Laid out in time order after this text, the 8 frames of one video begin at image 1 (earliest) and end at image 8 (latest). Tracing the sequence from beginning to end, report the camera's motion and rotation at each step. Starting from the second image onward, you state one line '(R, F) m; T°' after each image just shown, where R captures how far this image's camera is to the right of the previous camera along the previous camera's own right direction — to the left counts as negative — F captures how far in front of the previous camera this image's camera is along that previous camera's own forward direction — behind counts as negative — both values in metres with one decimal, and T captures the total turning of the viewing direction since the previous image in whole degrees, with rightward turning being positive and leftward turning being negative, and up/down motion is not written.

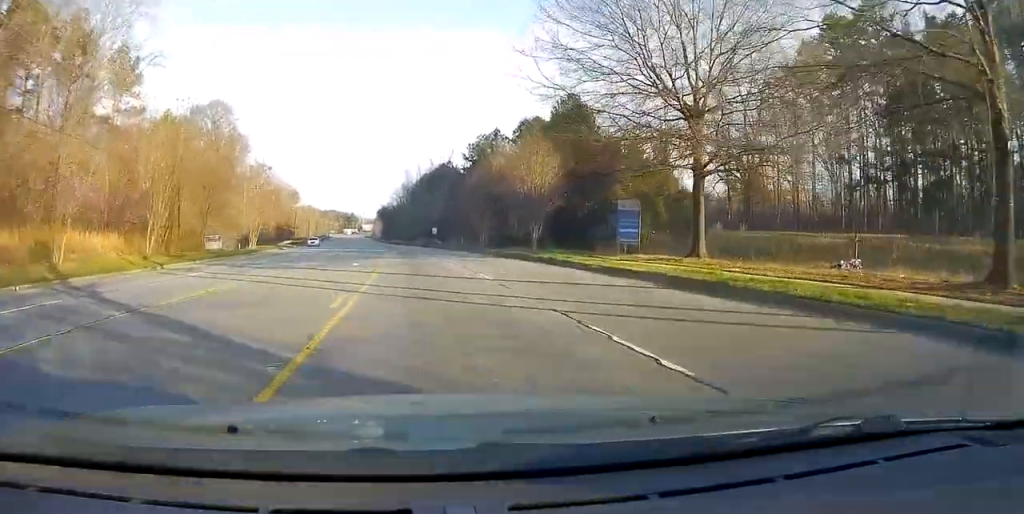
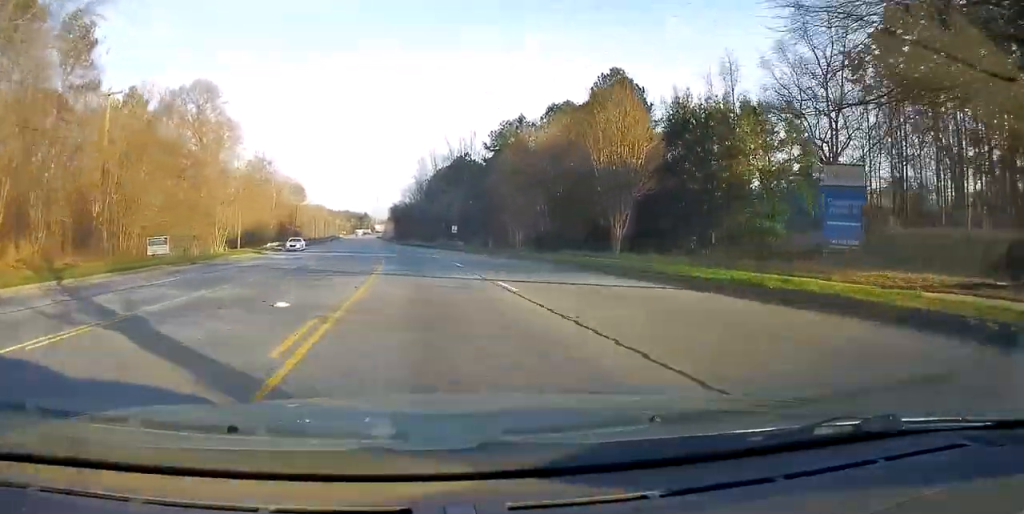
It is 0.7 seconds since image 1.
(-0.1, +16.4) m; -1°
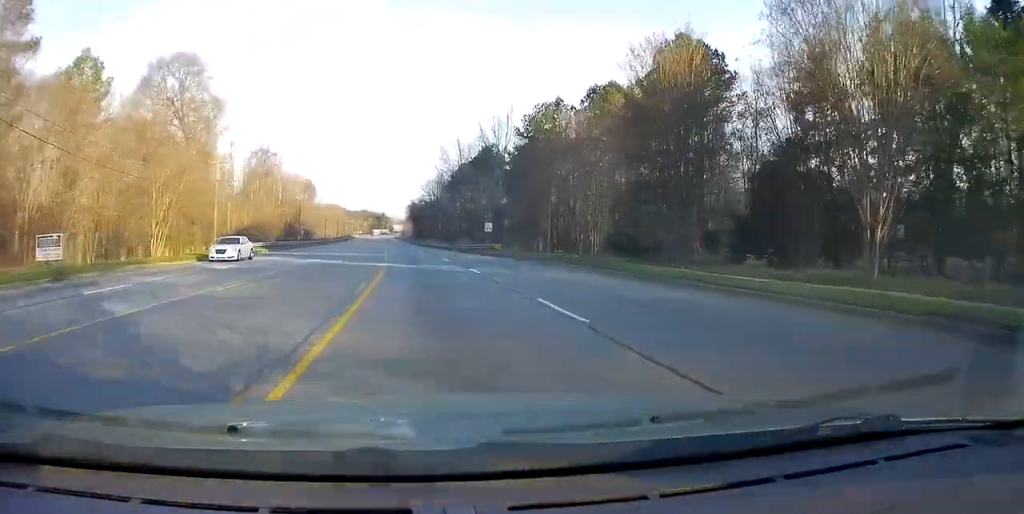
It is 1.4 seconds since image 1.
(-0.2, +16.8) m; -1°
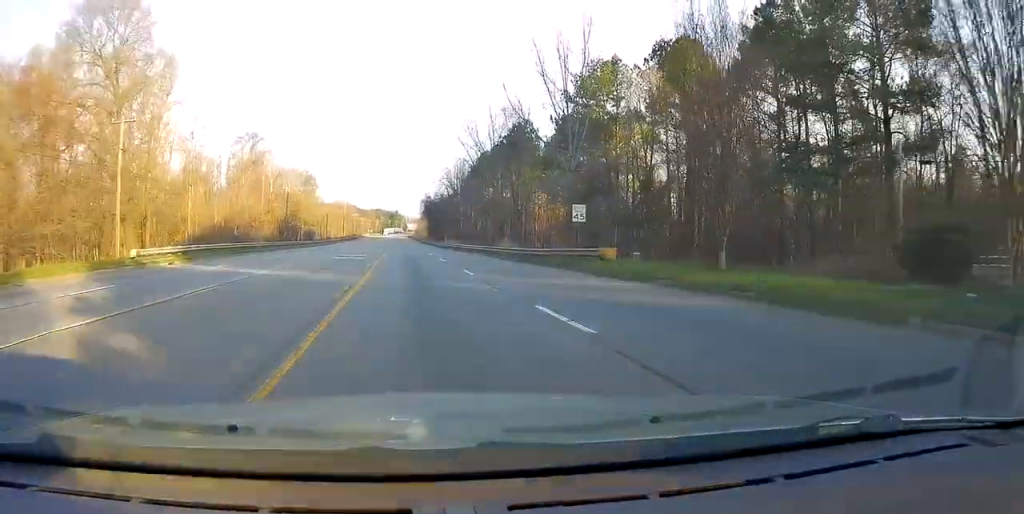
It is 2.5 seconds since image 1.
(-0.4, +25.4) m; -1°
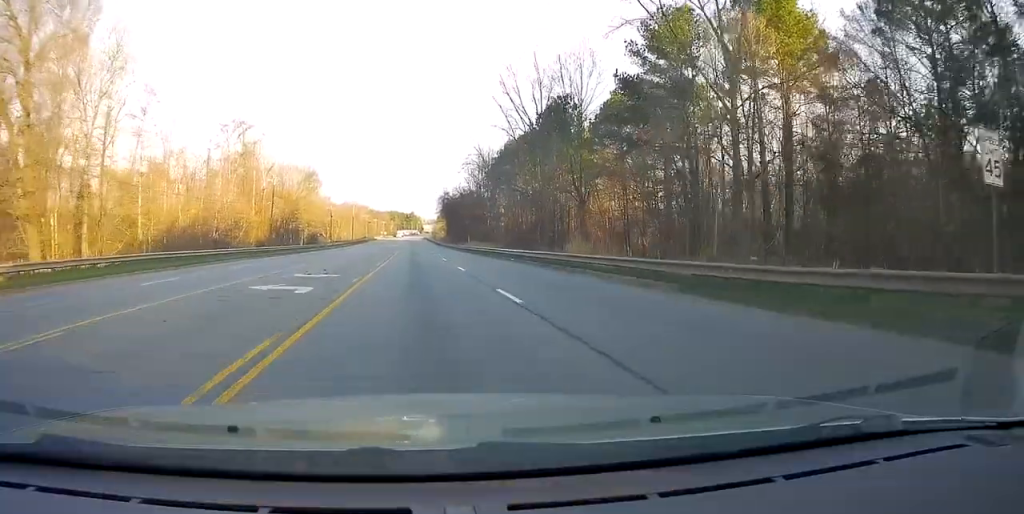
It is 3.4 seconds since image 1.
(-0.1, +20.2) m; -2°
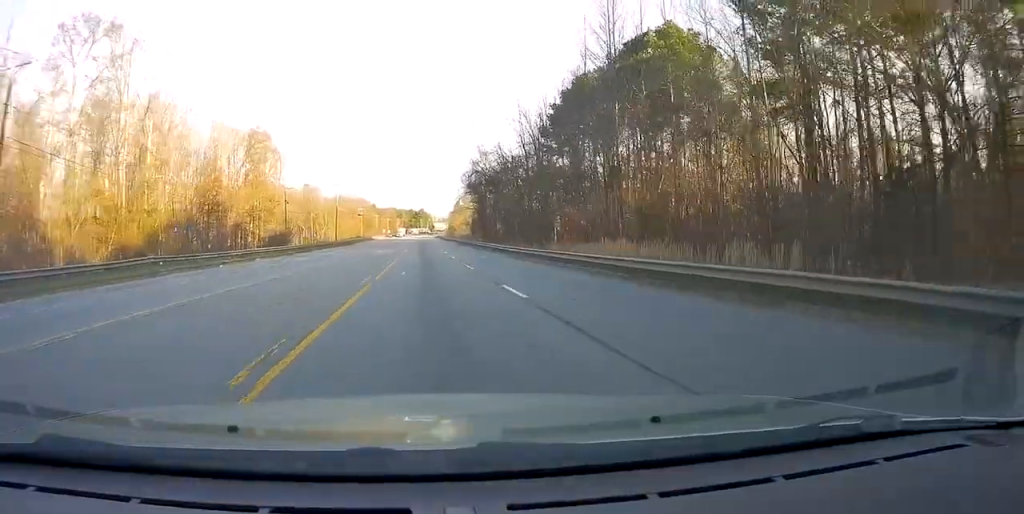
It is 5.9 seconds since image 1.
(-1.9, +60.3) m; -2°
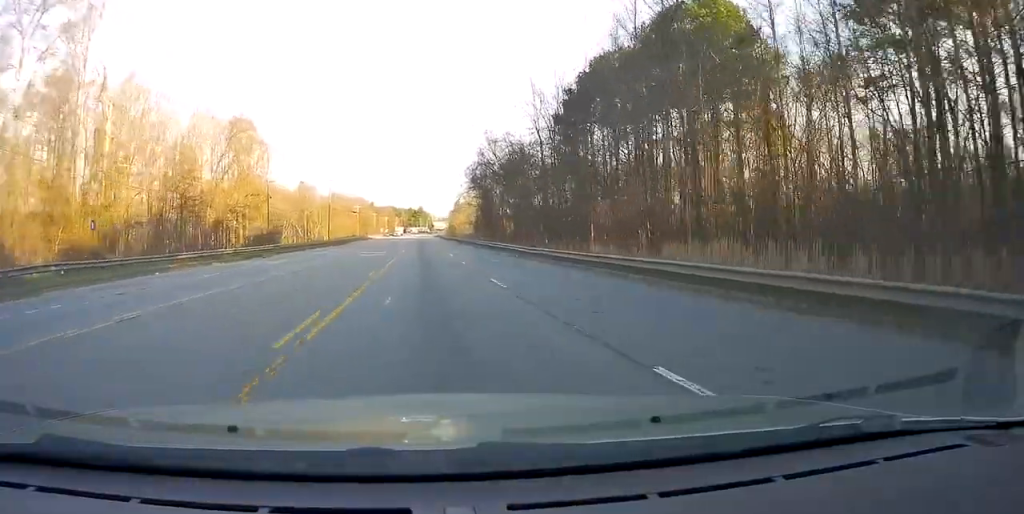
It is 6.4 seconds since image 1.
(0.0, +9.9) m; 0°
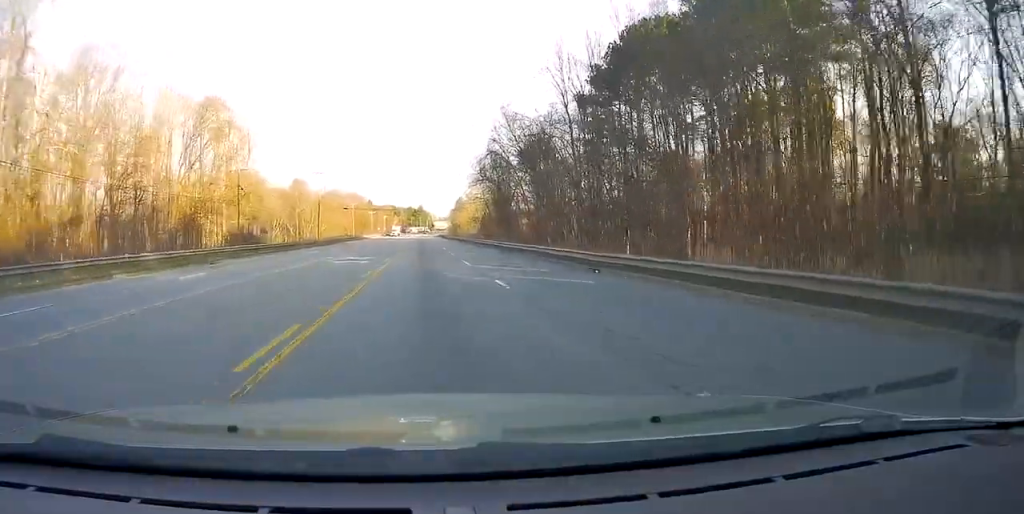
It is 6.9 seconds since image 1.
(-0.1, +13.1) m; +1°
